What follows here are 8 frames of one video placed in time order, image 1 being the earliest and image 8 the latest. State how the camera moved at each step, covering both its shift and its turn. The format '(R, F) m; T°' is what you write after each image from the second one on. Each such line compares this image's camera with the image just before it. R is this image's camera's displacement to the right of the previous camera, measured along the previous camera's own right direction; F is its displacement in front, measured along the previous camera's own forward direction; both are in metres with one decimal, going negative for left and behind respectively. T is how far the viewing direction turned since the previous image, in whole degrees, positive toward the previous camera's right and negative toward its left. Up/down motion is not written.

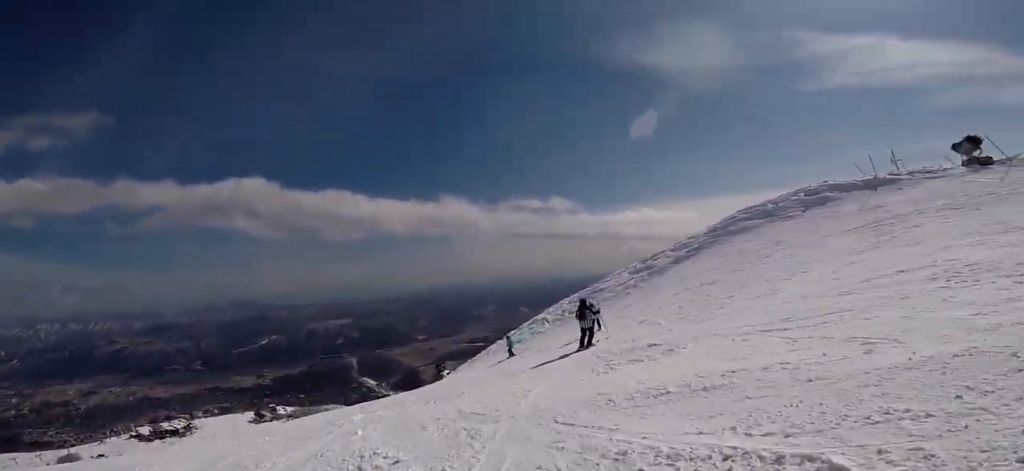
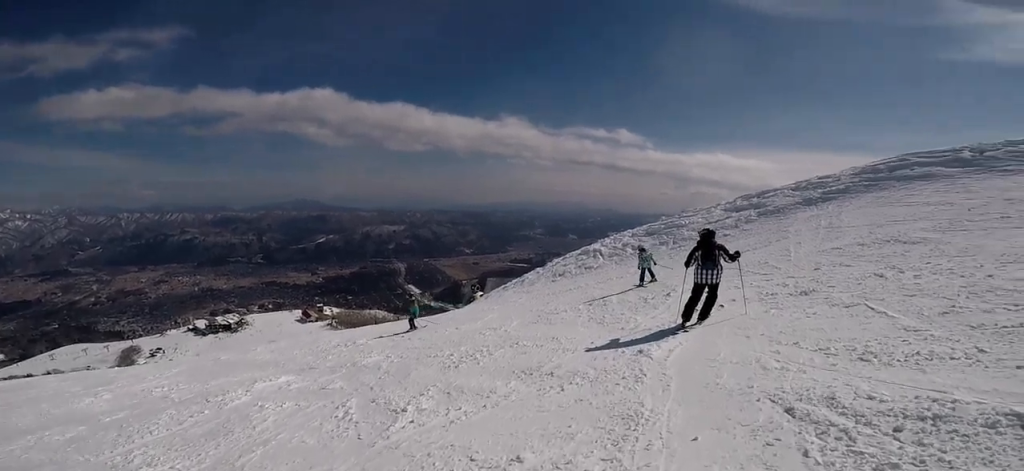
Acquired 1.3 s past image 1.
(+1.0, +5.5) m; +10°
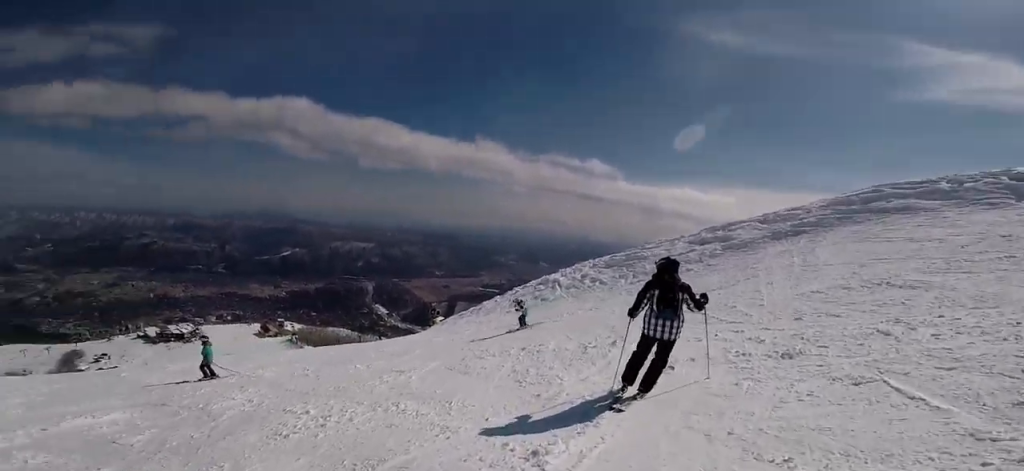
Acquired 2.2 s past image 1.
(0.0, +3.0) m; +4°
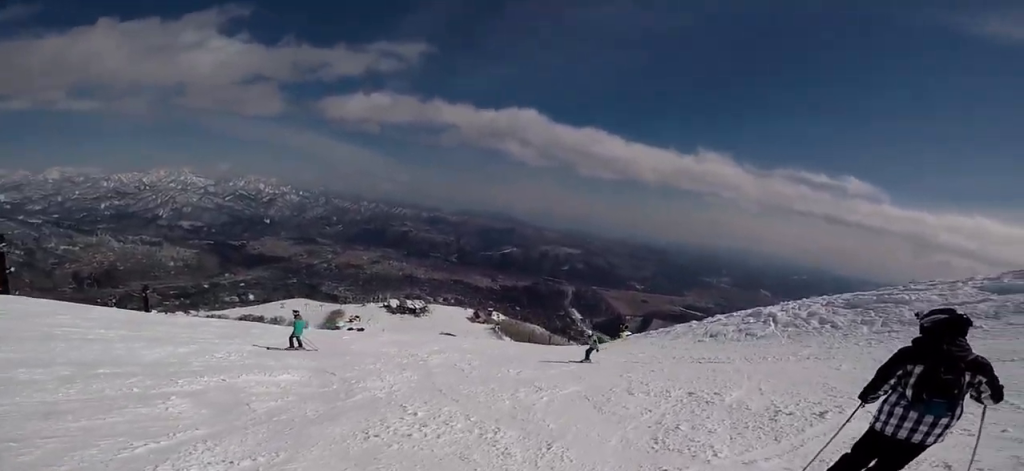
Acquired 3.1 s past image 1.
(+0.2, +2.3) m; -21°
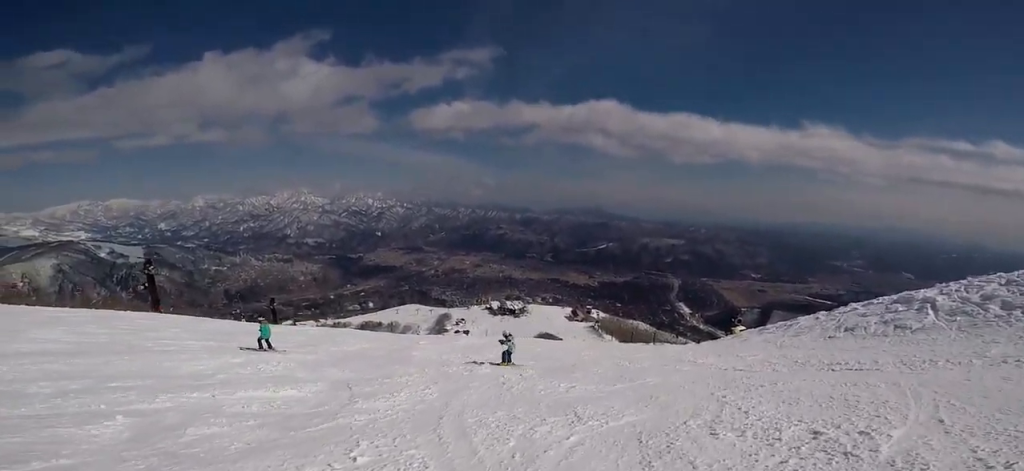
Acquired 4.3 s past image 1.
(-1.3, +2.5) m; -38°
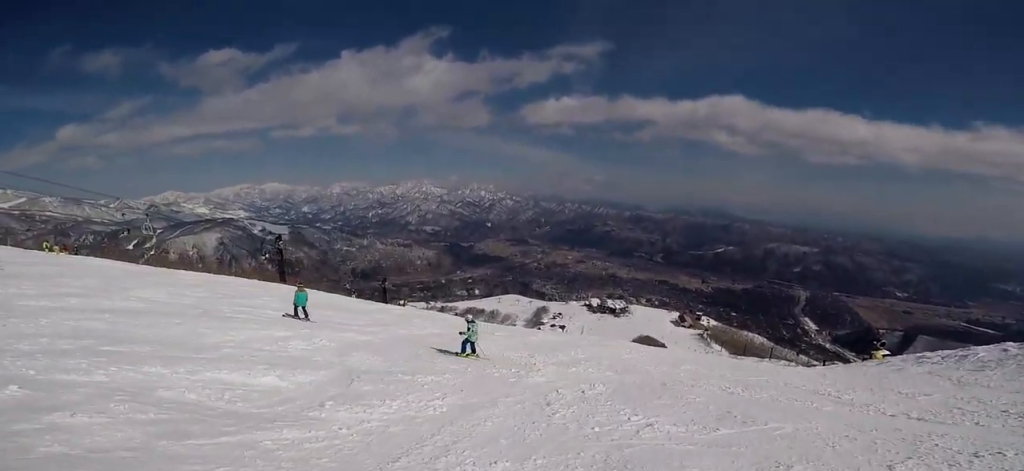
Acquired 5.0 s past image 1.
(-0.3, +2.5) m; -20°
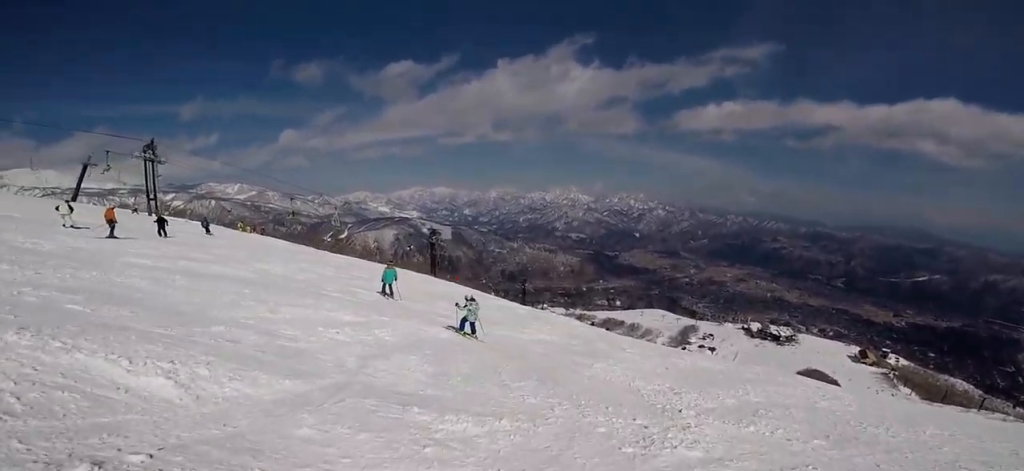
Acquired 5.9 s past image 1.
(-0.6, +2.9) m; -23°
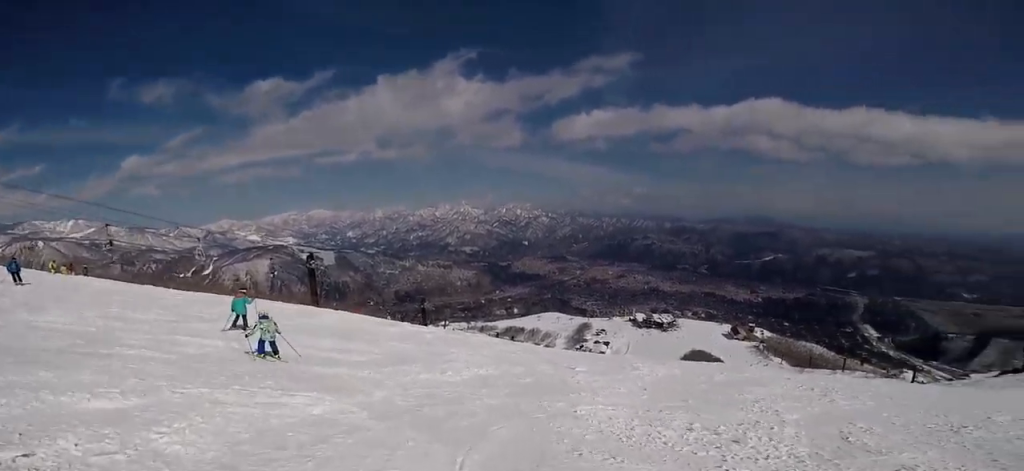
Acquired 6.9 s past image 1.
(-1.0, +3.8) m; -15°
